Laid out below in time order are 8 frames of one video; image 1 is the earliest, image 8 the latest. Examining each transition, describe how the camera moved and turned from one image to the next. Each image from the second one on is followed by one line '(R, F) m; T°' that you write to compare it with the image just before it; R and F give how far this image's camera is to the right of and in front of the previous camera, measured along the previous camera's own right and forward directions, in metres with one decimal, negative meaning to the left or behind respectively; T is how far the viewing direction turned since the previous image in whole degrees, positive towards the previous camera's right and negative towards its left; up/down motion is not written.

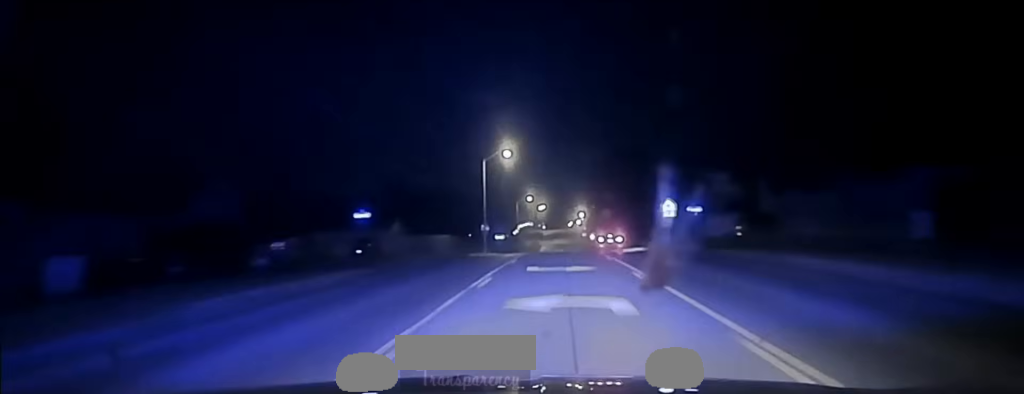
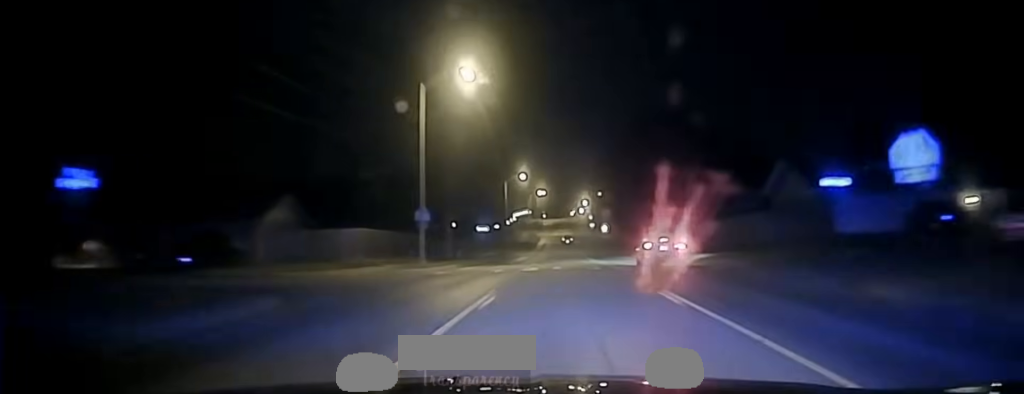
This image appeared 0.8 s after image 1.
(0.0, +36.2) m; 0°
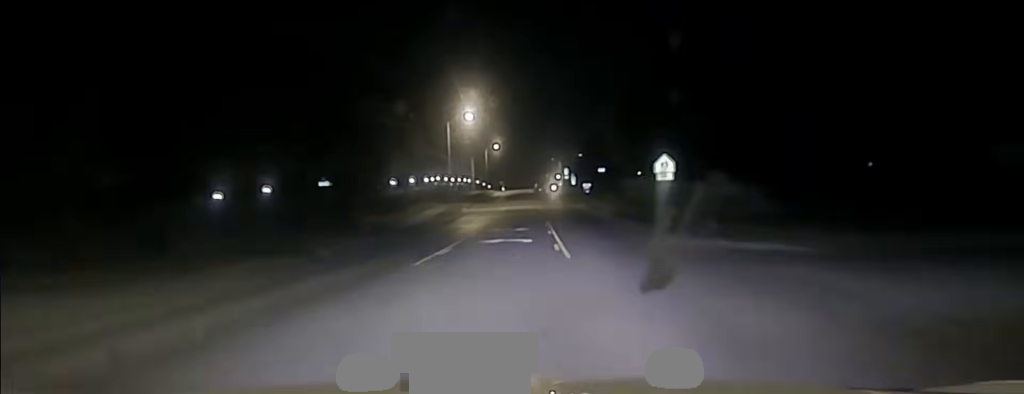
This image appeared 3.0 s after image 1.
(+1.4, +105.0) m; +2°
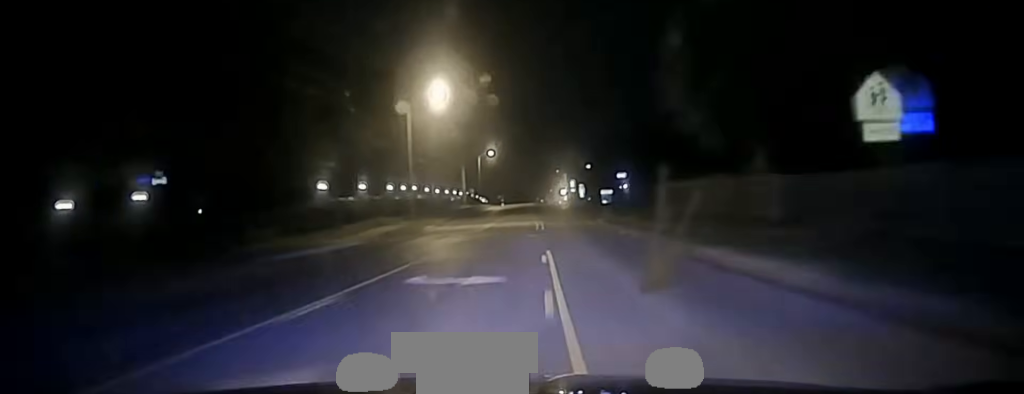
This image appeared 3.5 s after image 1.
(+0.2, +27.0) m; 0°
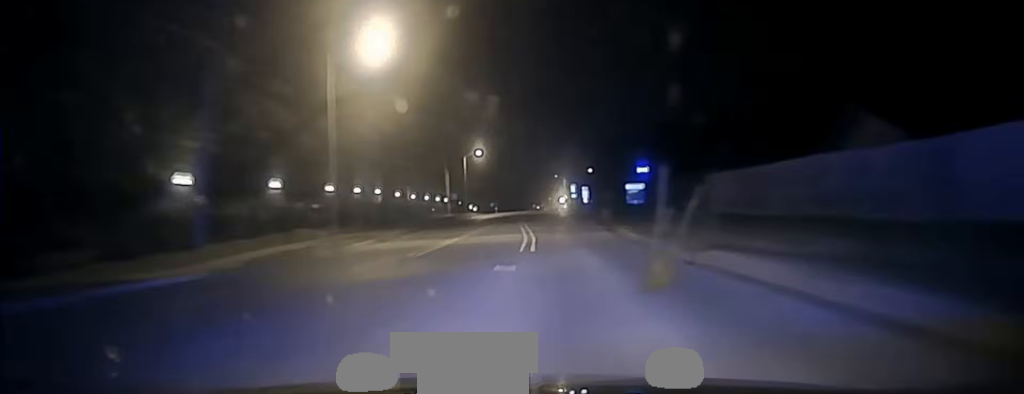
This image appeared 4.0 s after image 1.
(-0.1, +22.2) m; 0°
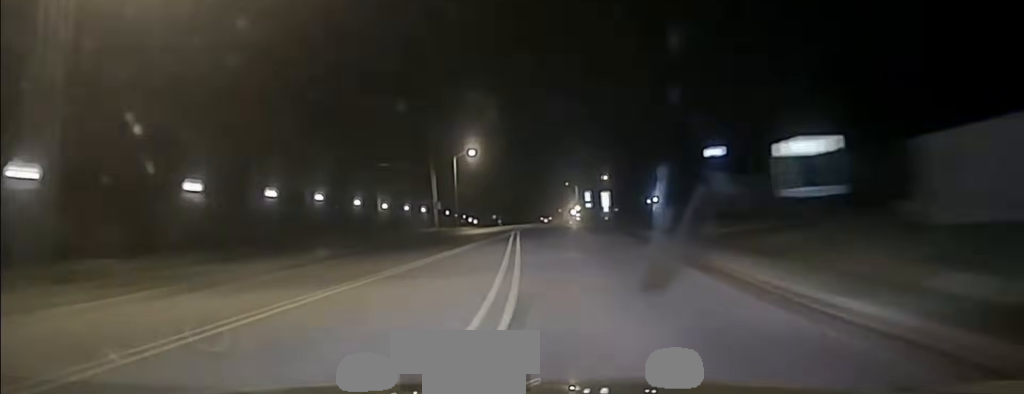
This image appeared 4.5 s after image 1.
(-0.1, +23.9) m; 0°
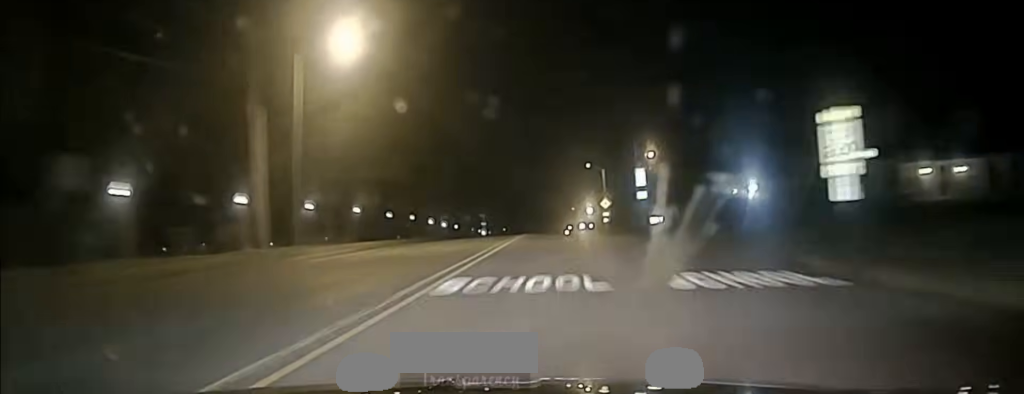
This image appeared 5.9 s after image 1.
(-0.7, +69.4) m; -1°
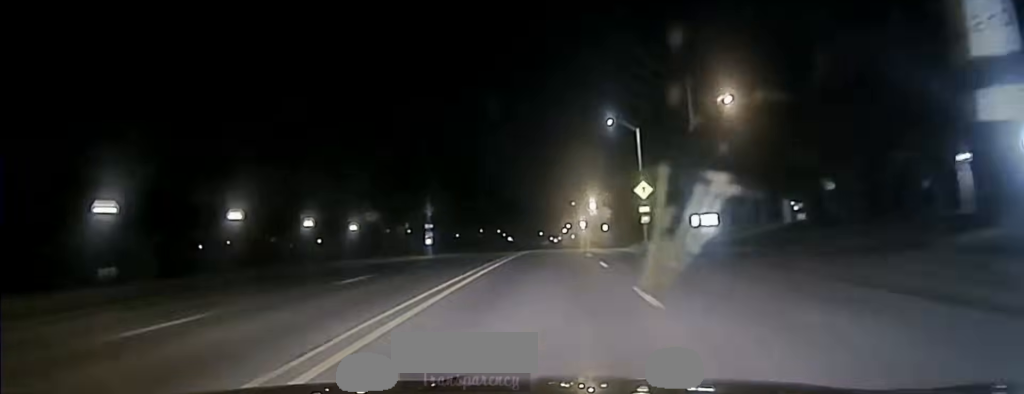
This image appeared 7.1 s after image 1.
(0.0, +54.0) m; 0°
